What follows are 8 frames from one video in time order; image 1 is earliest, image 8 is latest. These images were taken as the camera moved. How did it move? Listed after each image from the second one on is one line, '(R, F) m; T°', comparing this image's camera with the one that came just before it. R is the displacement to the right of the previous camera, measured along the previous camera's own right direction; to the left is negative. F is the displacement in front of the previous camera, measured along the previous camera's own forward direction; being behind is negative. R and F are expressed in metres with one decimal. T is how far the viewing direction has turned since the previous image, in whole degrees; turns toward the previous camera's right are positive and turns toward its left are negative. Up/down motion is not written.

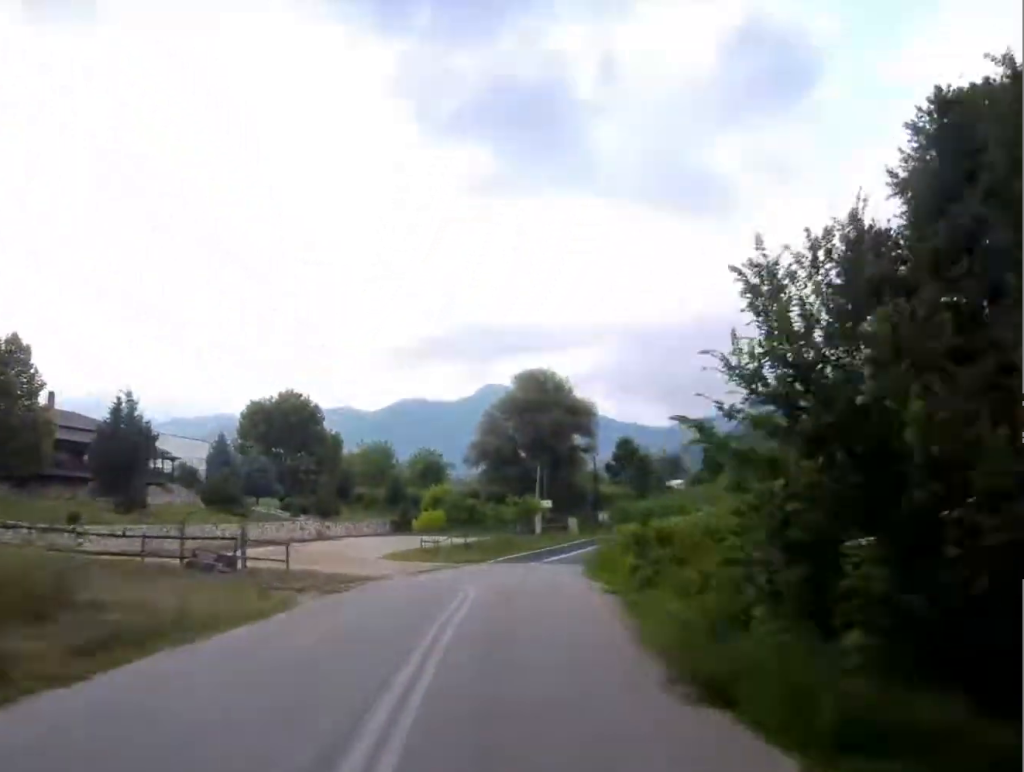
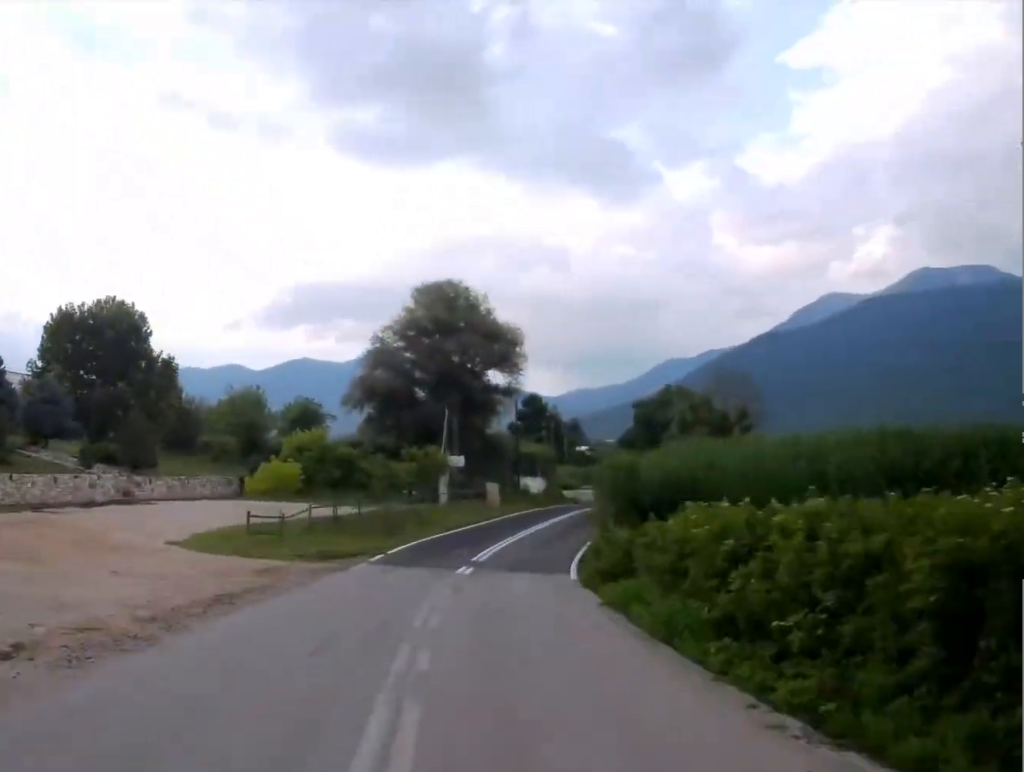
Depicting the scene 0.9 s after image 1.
(+1.2, +23.8) m; +8°
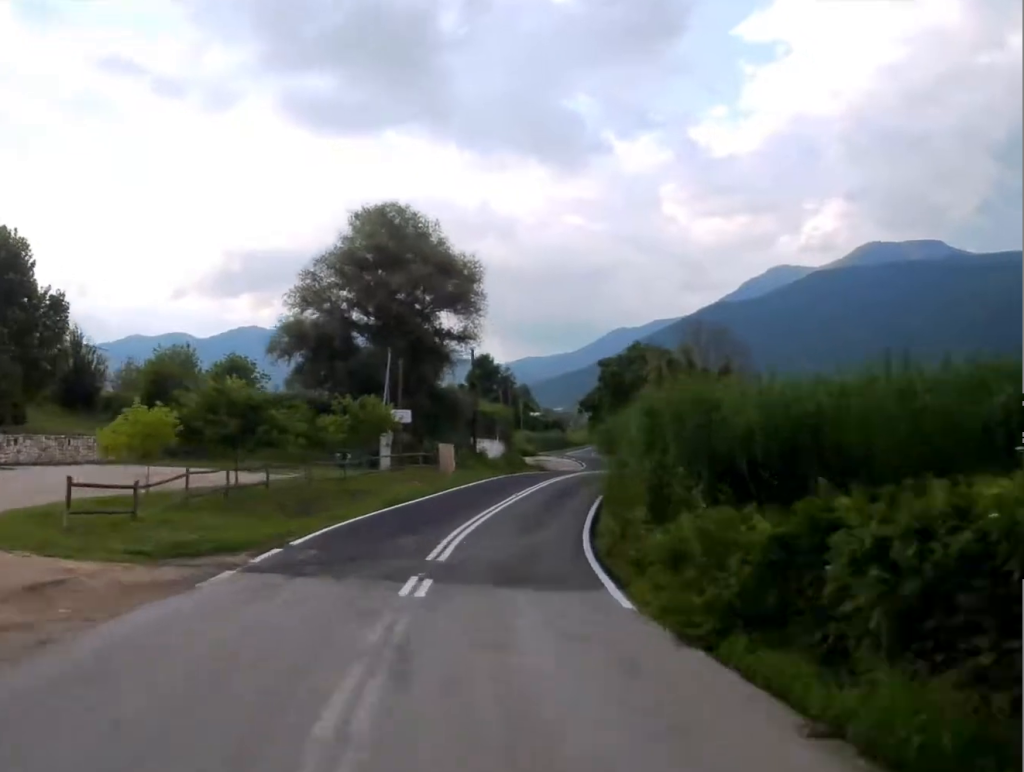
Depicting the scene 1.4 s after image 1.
(-0.2, +10.9) m; +5°
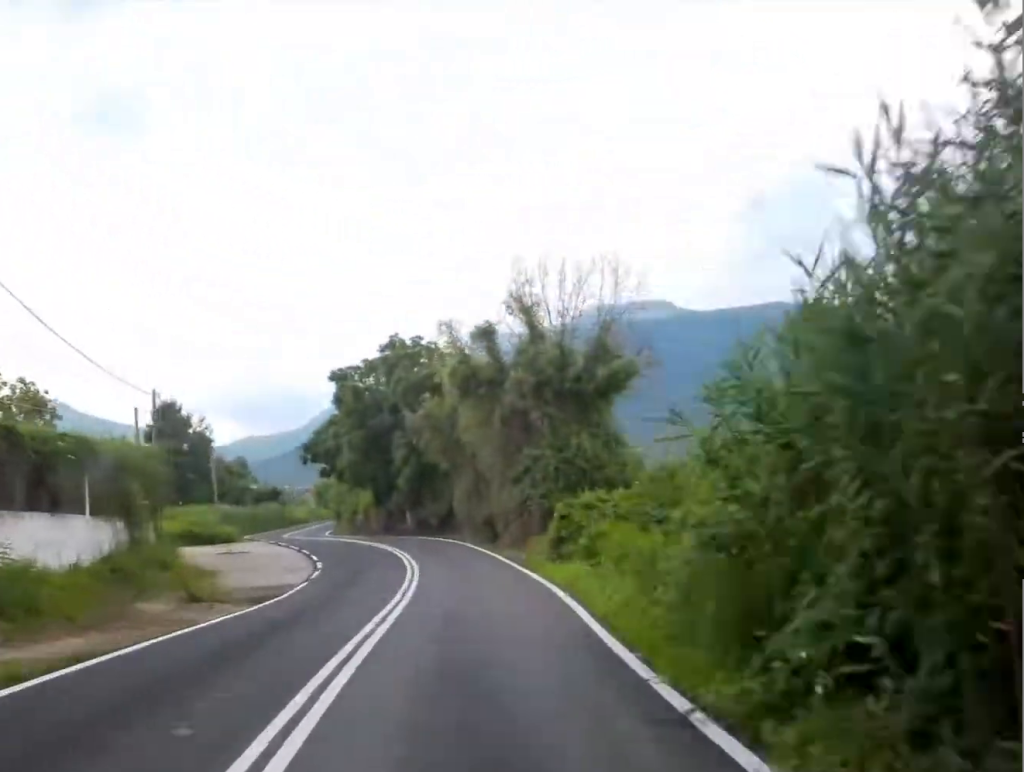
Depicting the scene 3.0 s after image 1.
(+6.3, +41.0) m; +12°
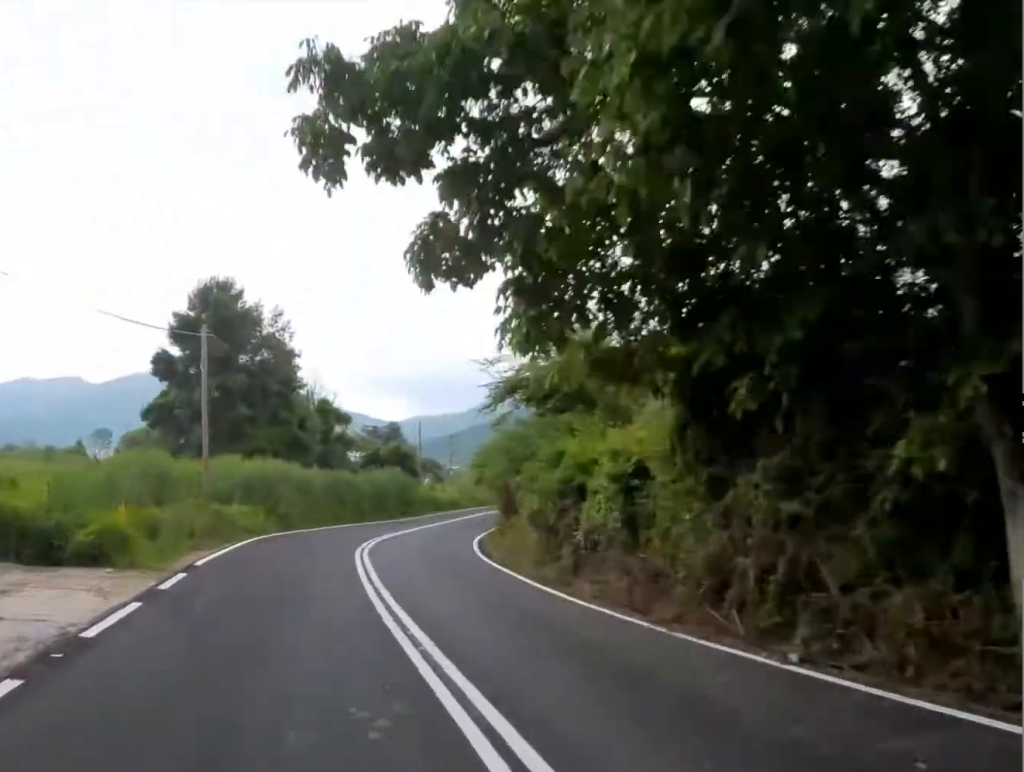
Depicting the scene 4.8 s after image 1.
(-1.2, +47.3) m; -6°
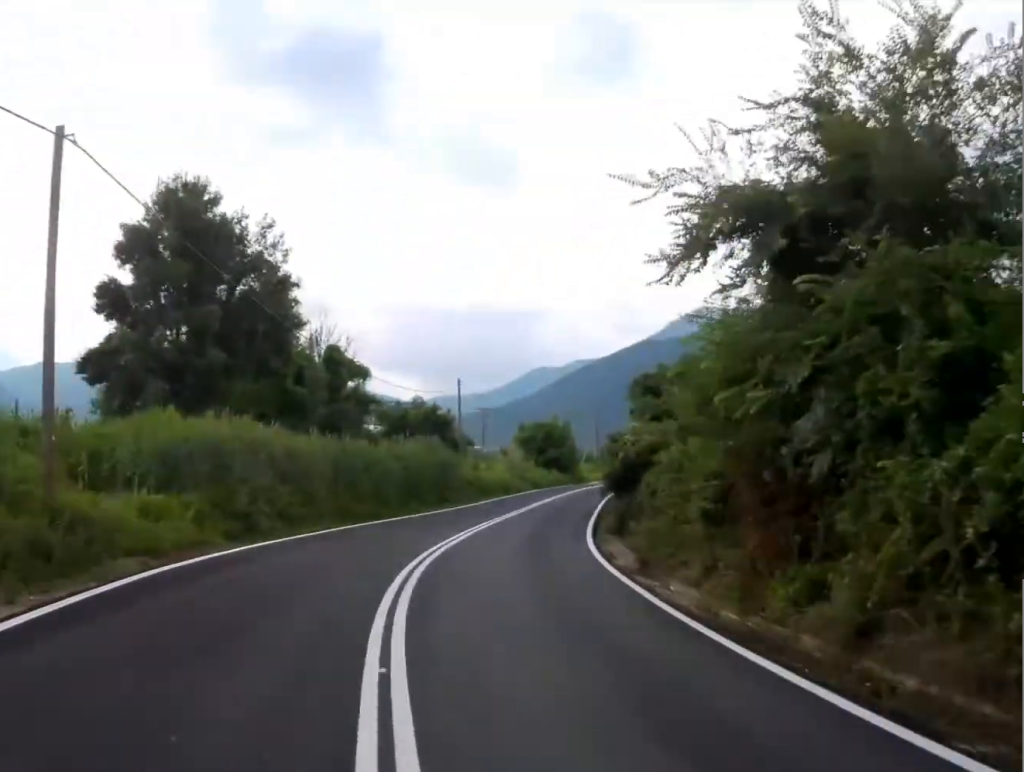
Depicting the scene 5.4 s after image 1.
(-1.1, +17.1) m; -2°
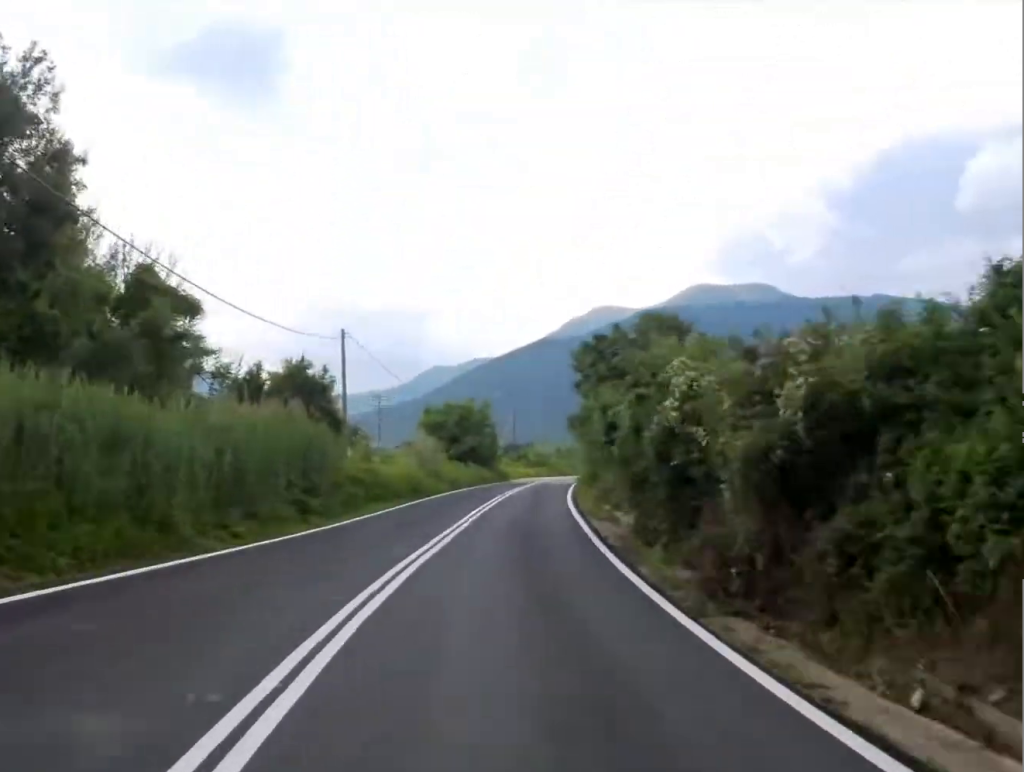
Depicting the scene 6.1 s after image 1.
(+0.7, +18.8) m; +4°
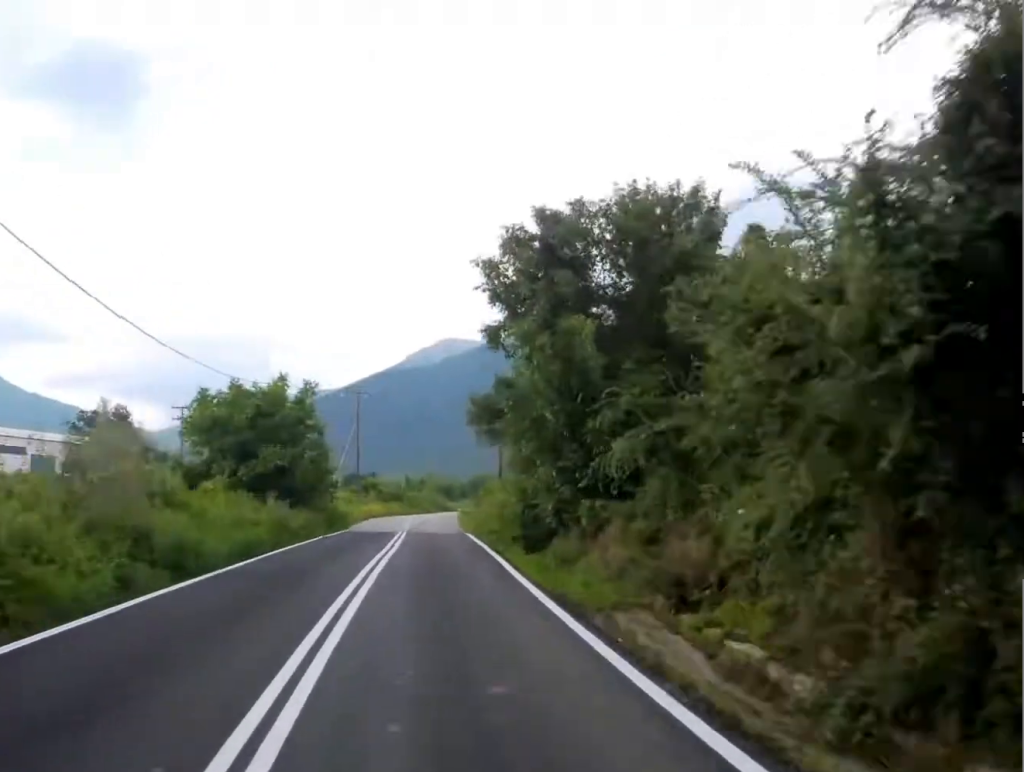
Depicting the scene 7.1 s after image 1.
(+1.9, +30.1) m; +7°
